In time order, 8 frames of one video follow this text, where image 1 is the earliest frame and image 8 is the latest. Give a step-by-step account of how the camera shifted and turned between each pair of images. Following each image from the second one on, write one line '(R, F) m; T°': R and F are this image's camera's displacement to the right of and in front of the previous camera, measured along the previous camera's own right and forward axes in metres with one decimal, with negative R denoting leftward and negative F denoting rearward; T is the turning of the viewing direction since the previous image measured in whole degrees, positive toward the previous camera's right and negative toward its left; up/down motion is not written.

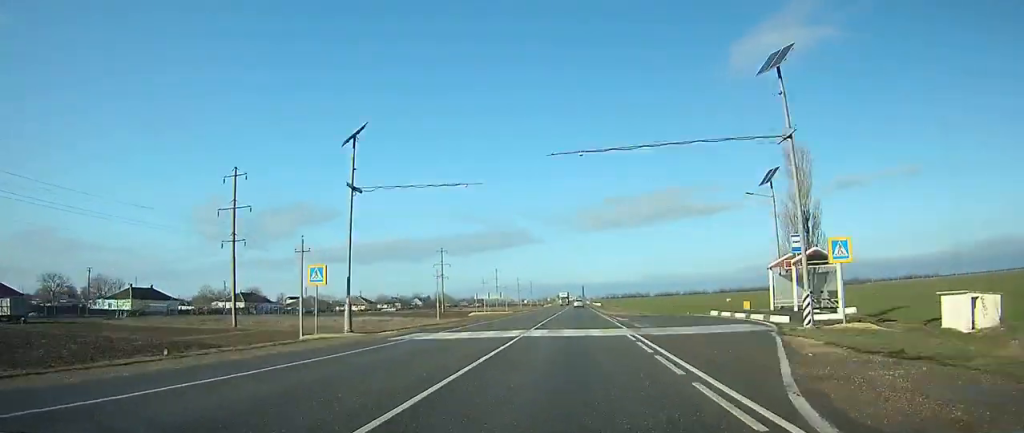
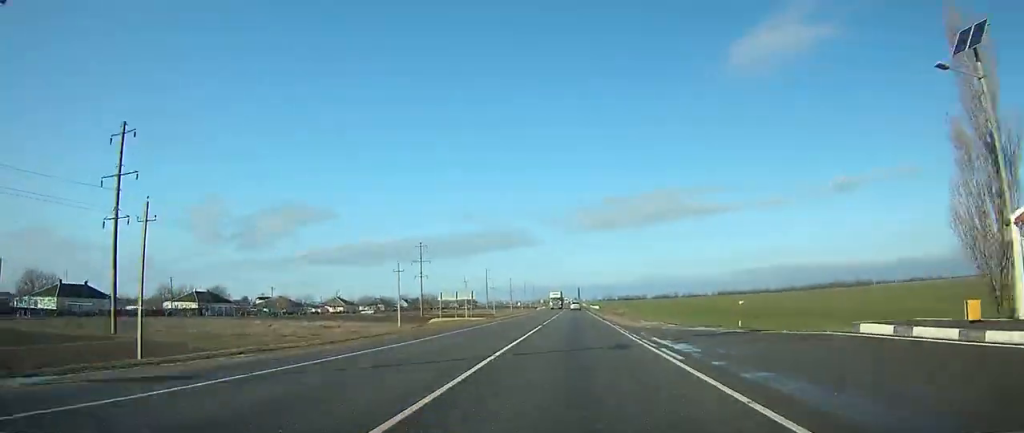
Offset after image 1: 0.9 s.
(0.0, +20.5) m; 0°
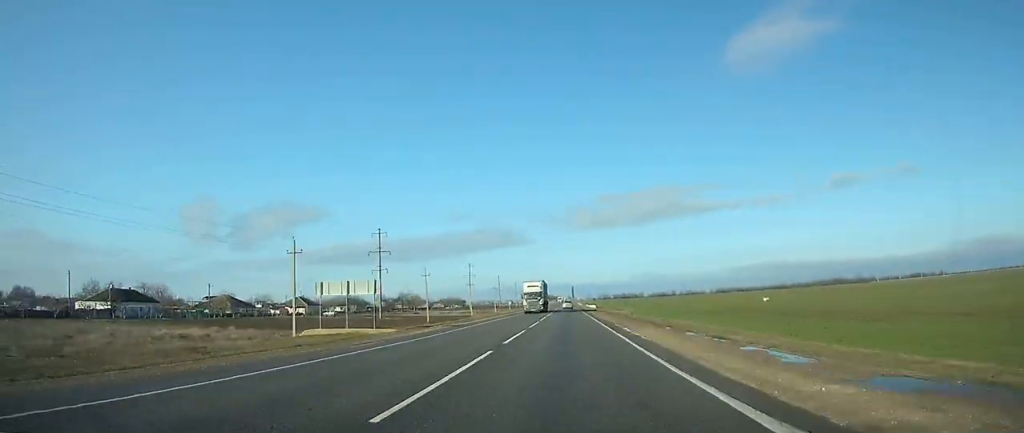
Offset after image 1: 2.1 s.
(+0.1, +29.7) m; 0°
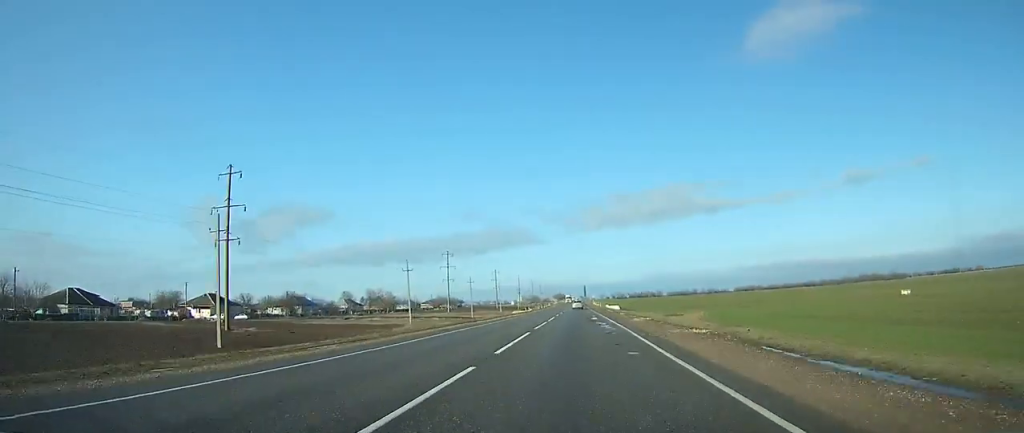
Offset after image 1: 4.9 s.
(-0.5, +63.9) m; -1°
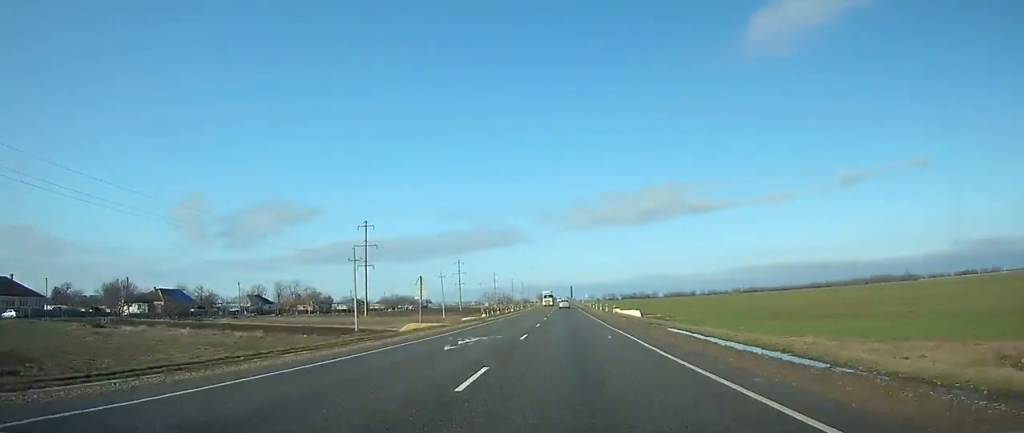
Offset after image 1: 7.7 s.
(+0.2, +67.6) m; 0°
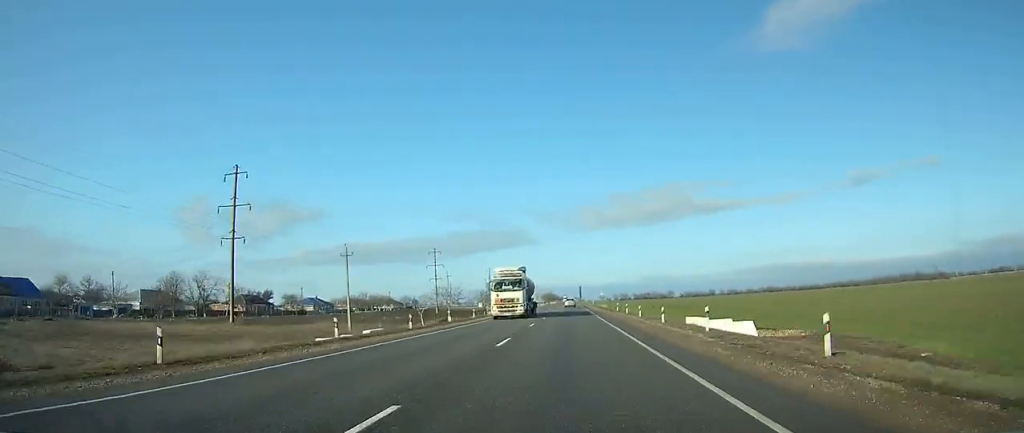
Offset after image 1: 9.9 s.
(+0.1, +52.8) m; 0°
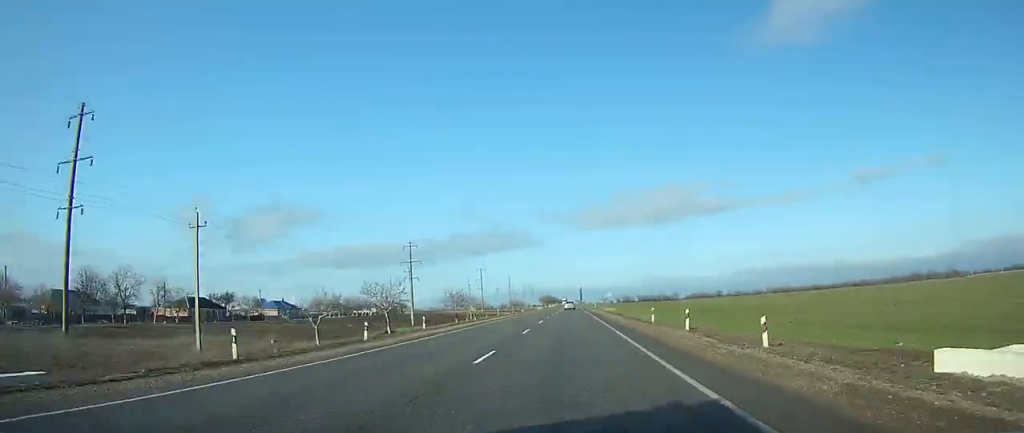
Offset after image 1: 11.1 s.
(0.0, +27.6) m; 0°
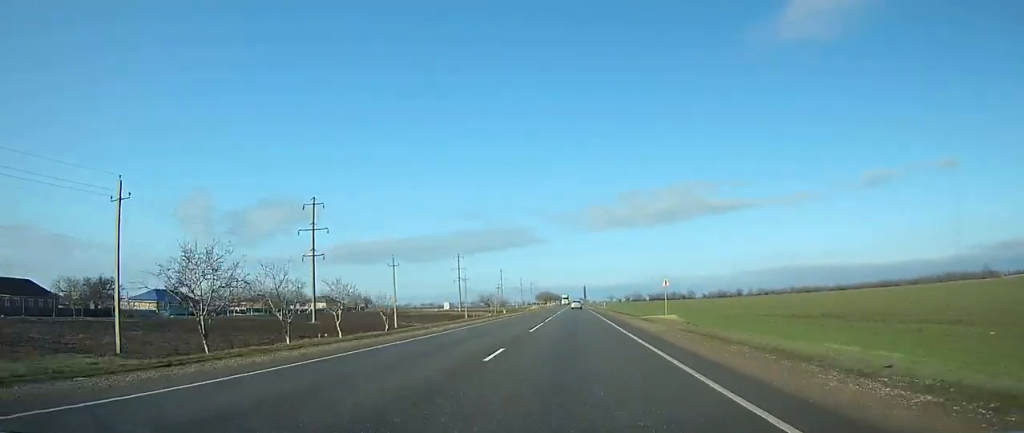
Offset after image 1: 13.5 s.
(0.0, +60.9) m; 0°
